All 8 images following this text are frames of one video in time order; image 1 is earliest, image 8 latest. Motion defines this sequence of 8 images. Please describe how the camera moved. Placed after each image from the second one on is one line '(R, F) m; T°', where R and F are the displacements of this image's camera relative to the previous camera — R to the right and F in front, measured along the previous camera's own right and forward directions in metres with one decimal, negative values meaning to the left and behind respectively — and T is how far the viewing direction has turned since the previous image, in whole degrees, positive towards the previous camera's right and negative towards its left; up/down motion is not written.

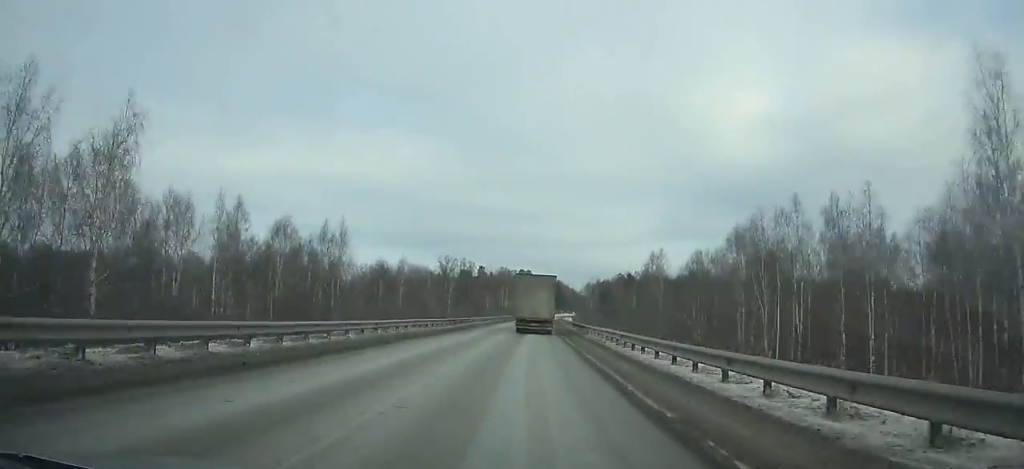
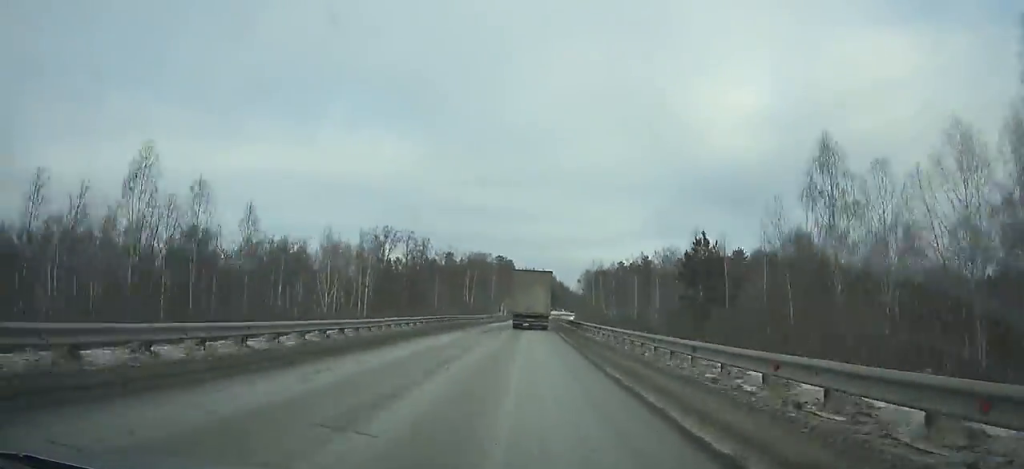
(+0.9, +62.1) m; +1°
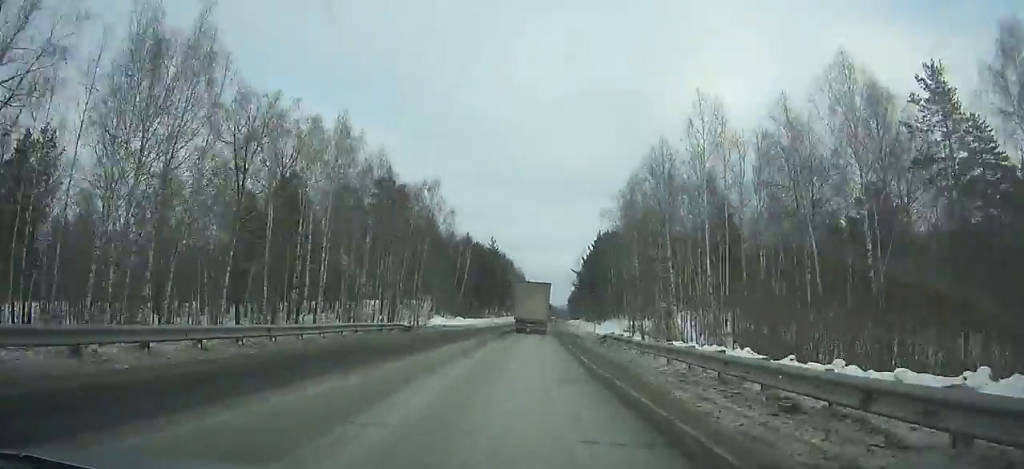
(+3.7, +137.9) m; +4°
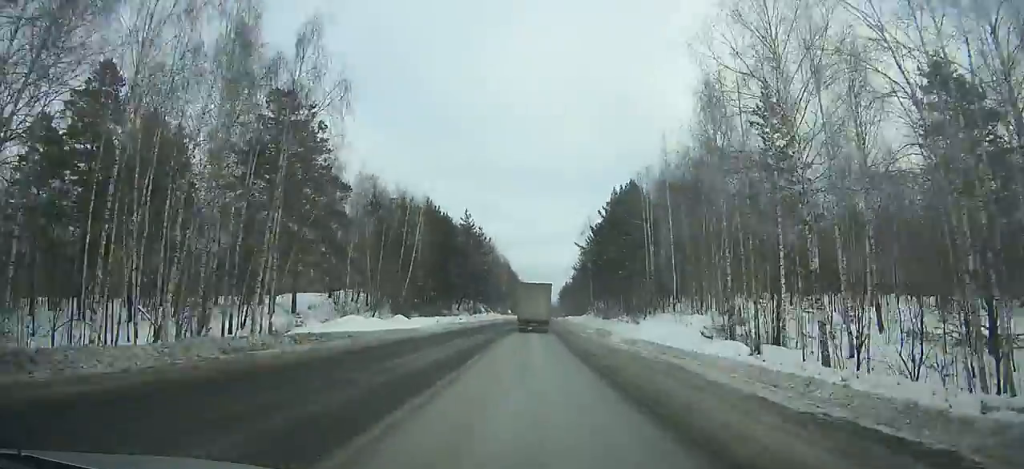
(+0.2, +37.9) m; +1°
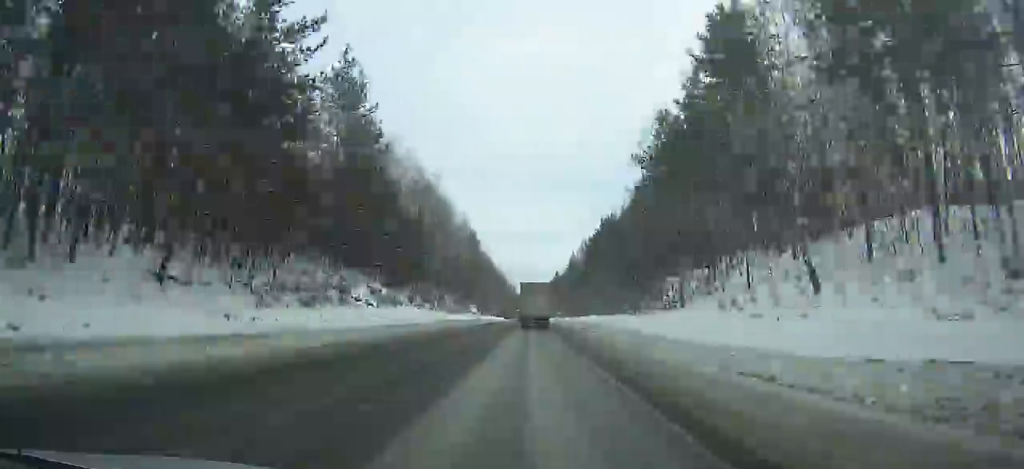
(+1.6, +76.6) m; +2°
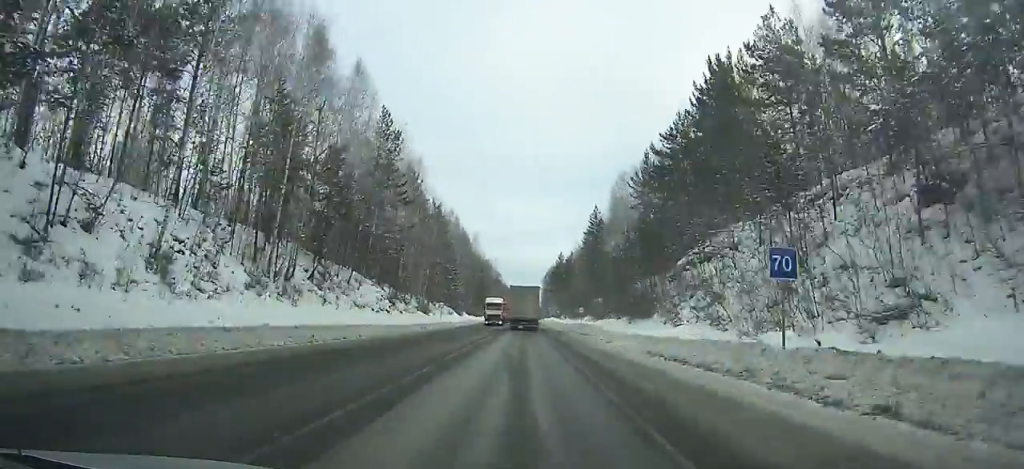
(+0.8, +70.3) m; +1°
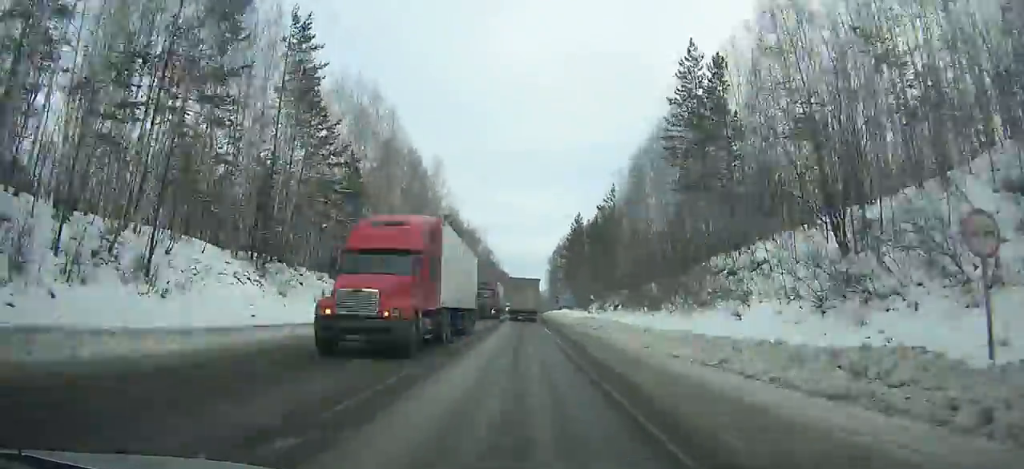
(0.0, +58.7) m; 0°
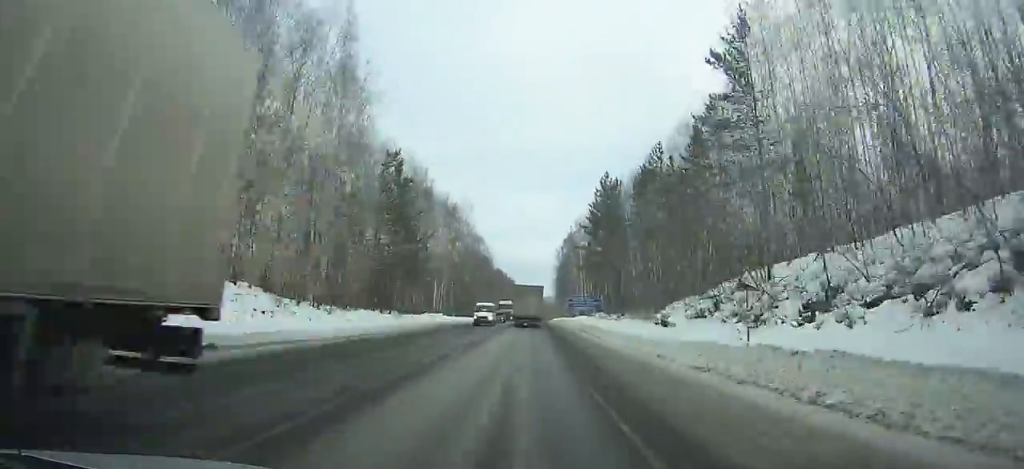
(+0.2, +41.7) m; 0°
